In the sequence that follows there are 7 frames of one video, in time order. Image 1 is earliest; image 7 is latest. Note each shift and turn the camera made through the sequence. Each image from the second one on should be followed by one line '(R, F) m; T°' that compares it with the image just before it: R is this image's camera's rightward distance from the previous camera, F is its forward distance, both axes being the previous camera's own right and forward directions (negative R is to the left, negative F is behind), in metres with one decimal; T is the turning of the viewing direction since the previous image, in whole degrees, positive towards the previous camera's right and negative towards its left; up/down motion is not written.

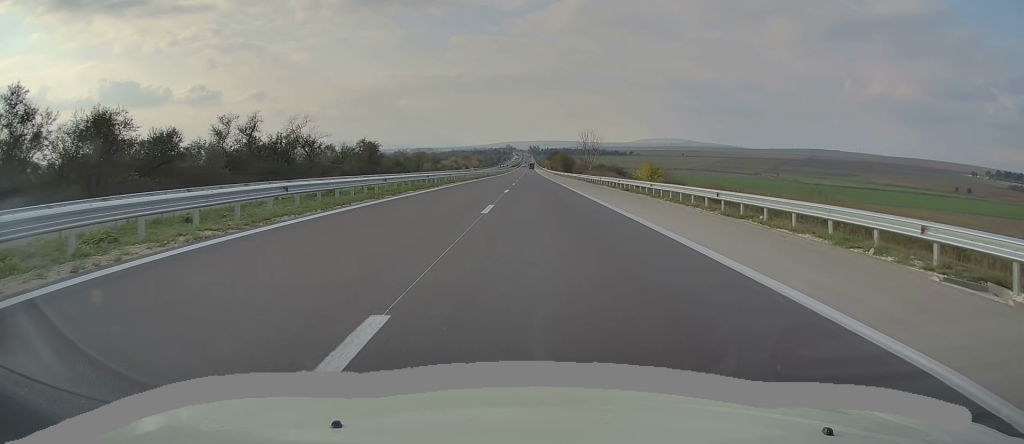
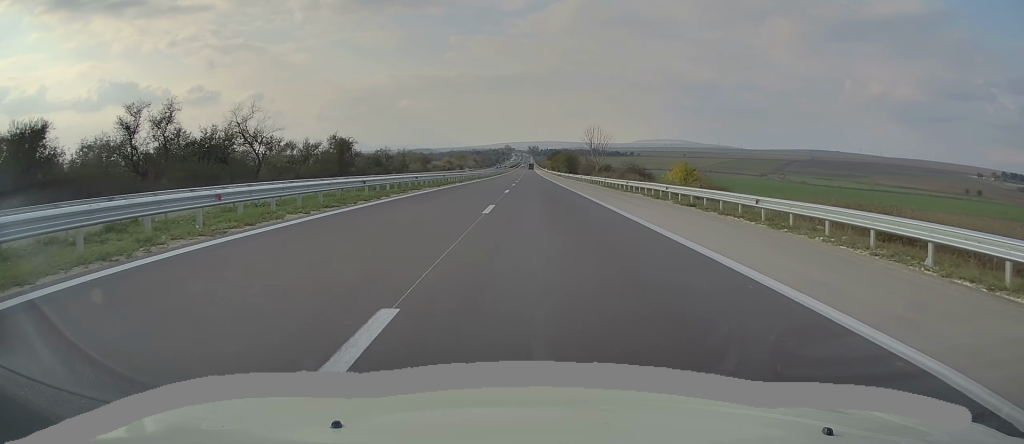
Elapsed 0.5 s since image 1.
(0.0, +15.7) m; 0°
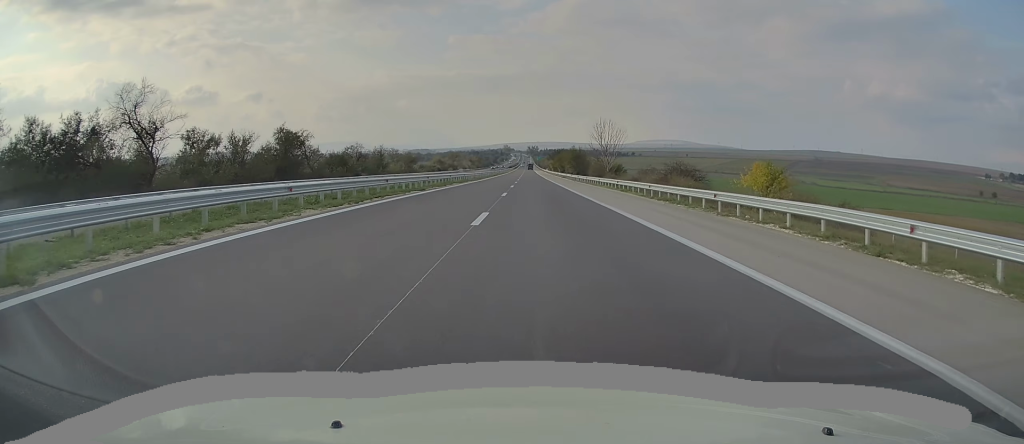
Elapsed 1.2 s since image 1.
(+0.3, +19.7) m; 0°
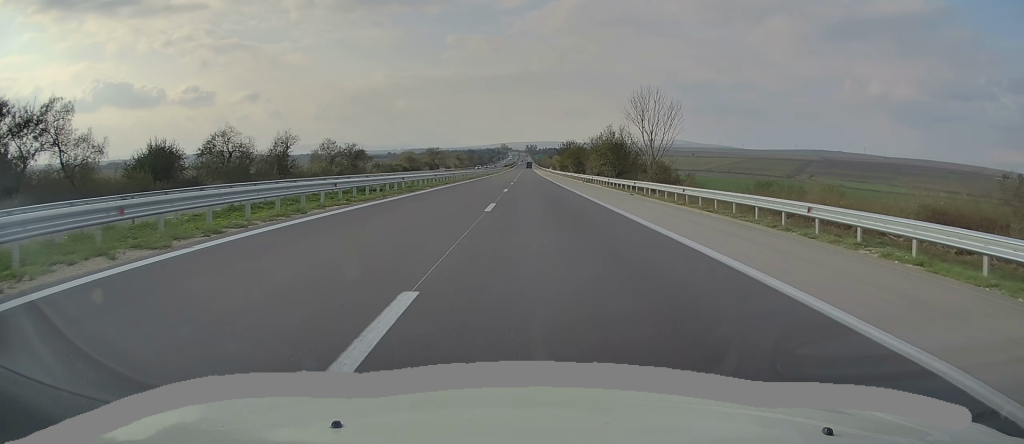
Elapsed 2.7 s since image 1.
(-0.2, +43.5) m; 0°
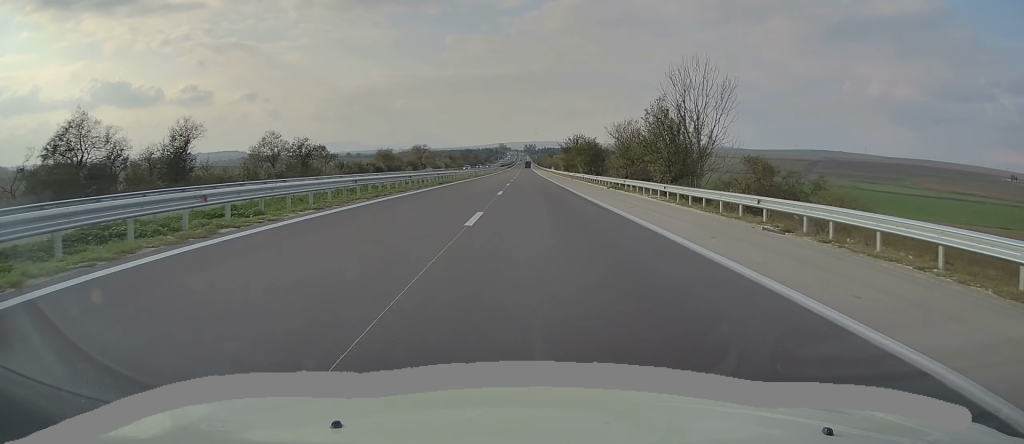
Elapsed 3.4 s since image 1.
(+0.2, +20.9) m; +1°
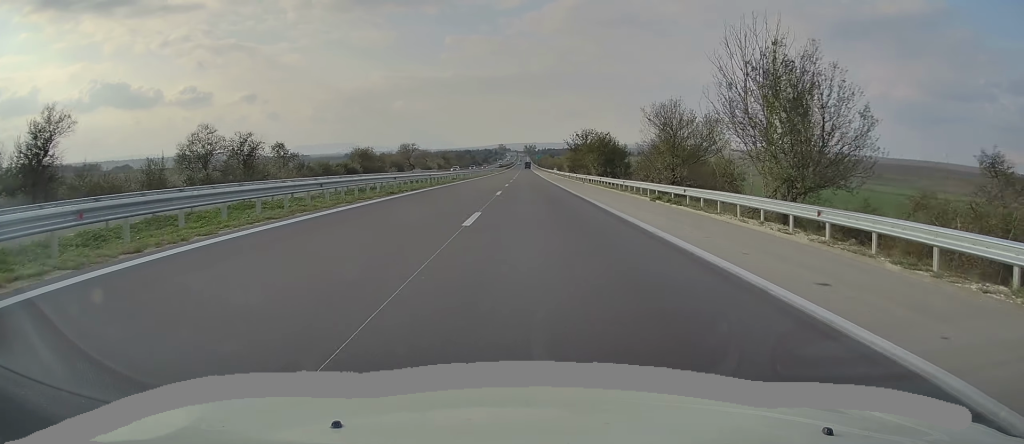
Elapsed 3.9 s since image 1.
(0.0, +15.9) m; 0°
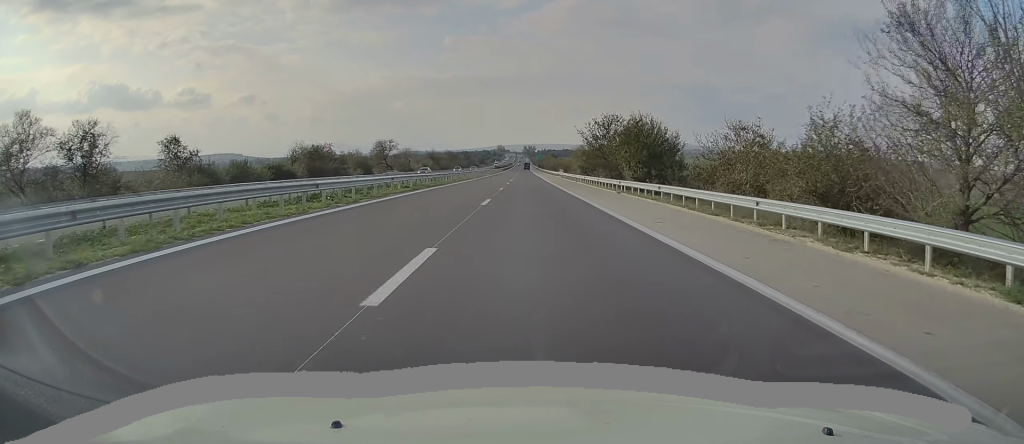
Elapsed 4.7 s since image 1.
(0.0, +23.9) m; 0°
